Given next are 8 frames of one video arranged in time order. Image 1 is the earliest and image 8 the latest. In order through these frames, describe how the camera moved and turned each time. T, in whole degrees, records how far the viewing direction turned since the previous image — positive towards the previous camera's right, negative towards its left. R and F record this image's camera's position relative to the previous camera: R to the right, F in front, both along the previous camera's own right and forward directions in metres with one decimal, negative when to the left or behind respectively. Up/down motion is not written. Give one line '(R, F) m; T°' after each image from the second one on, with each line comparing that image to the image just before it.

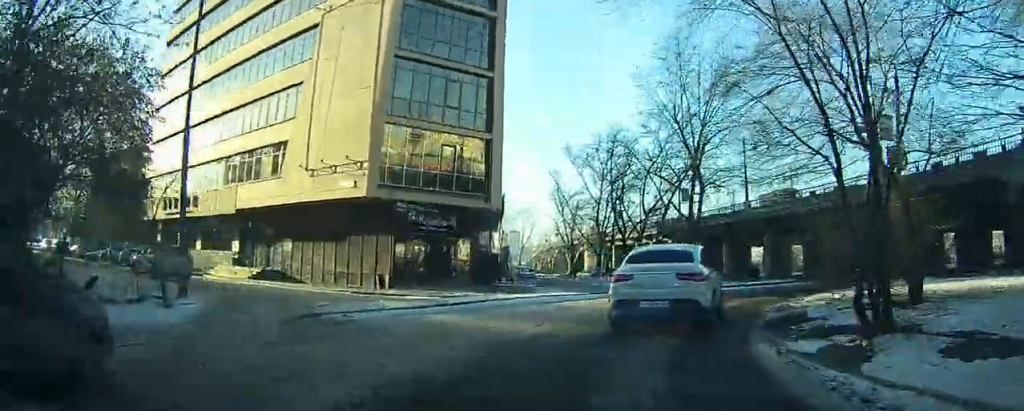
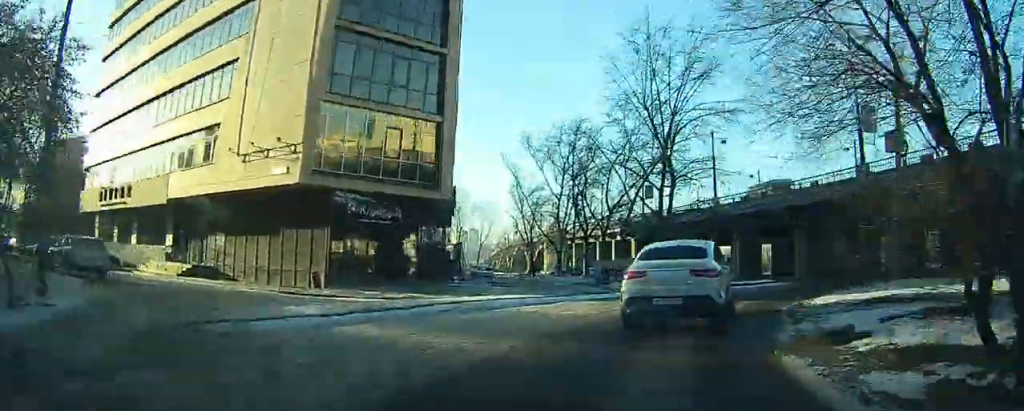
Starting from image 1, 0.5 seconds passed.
(+0.1, +3.5) m; +2°
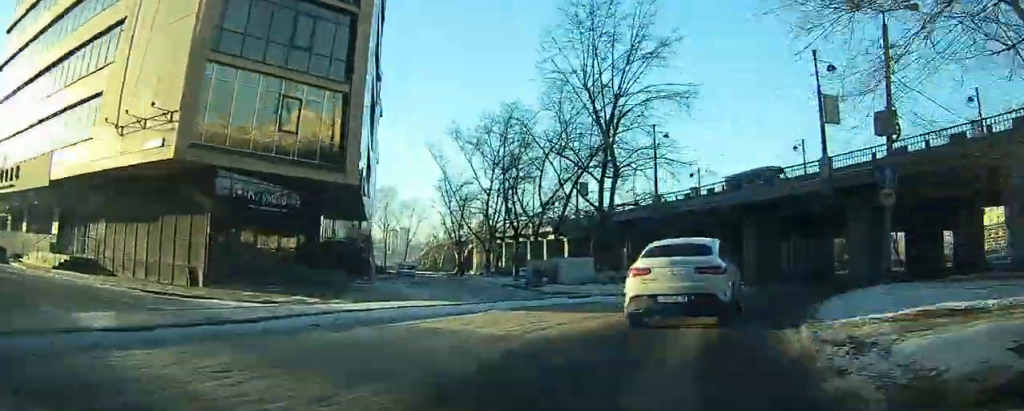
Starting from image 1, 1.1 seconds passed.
(+0.2, +5.1) m; +4°
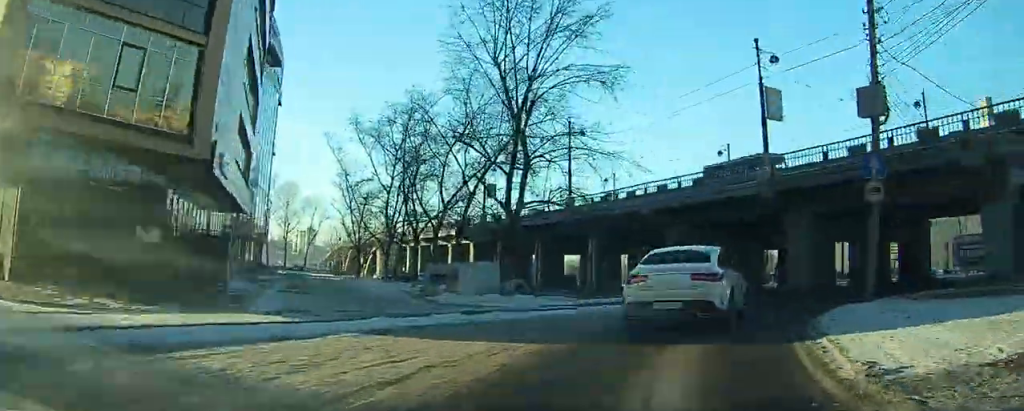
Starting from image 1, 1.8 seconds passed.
(+0.1, +6.2) m; +6°
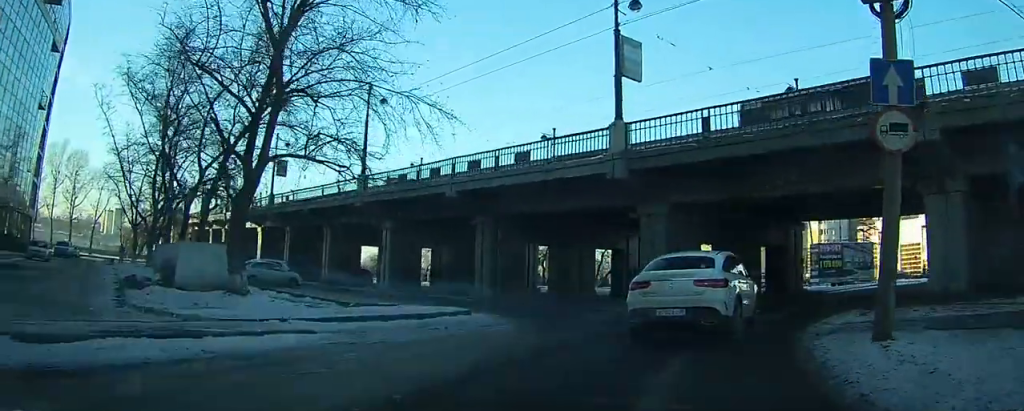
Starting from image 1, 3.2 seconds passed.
(+1.9, +10.3) m; +21°
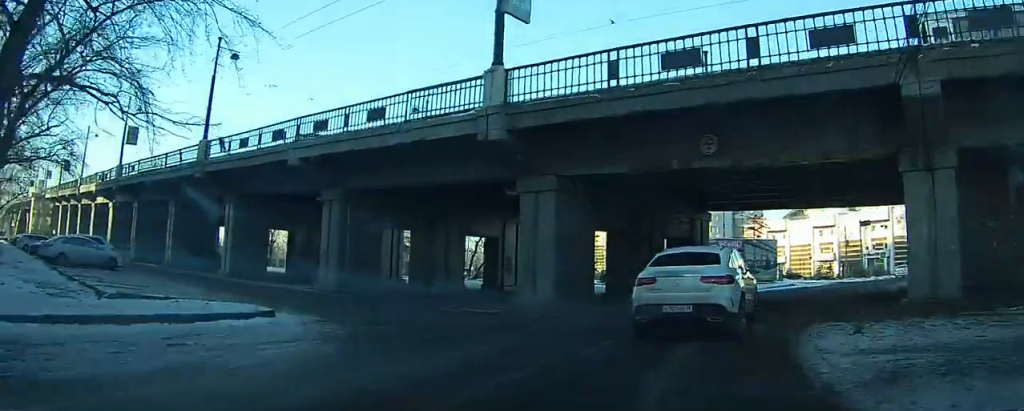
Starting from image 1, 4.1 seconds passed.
(+0.8, +5.9) m; +10°
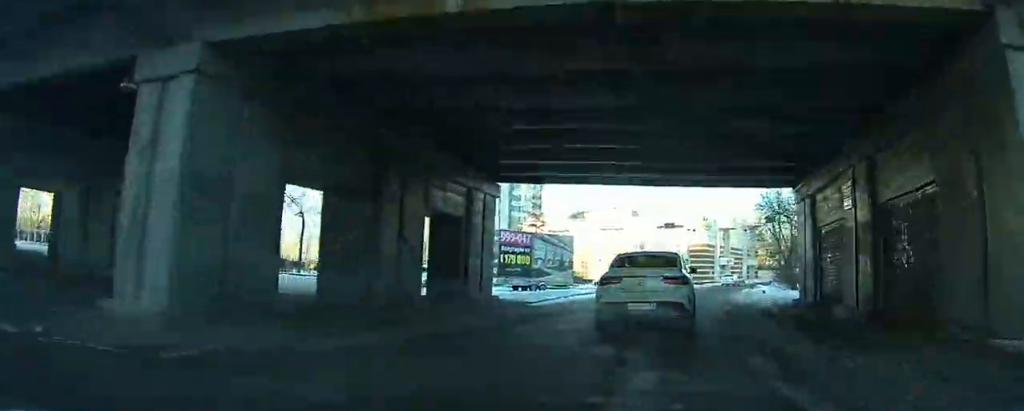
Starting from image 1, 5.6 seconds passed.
(+0.6, +9.7) m; +4°
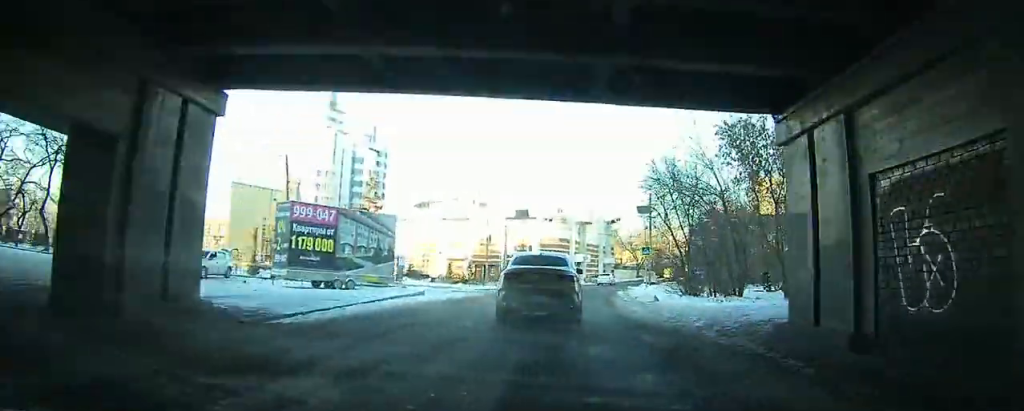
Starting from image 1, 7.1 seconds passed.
(+0.6, +8.9) m; +23°
